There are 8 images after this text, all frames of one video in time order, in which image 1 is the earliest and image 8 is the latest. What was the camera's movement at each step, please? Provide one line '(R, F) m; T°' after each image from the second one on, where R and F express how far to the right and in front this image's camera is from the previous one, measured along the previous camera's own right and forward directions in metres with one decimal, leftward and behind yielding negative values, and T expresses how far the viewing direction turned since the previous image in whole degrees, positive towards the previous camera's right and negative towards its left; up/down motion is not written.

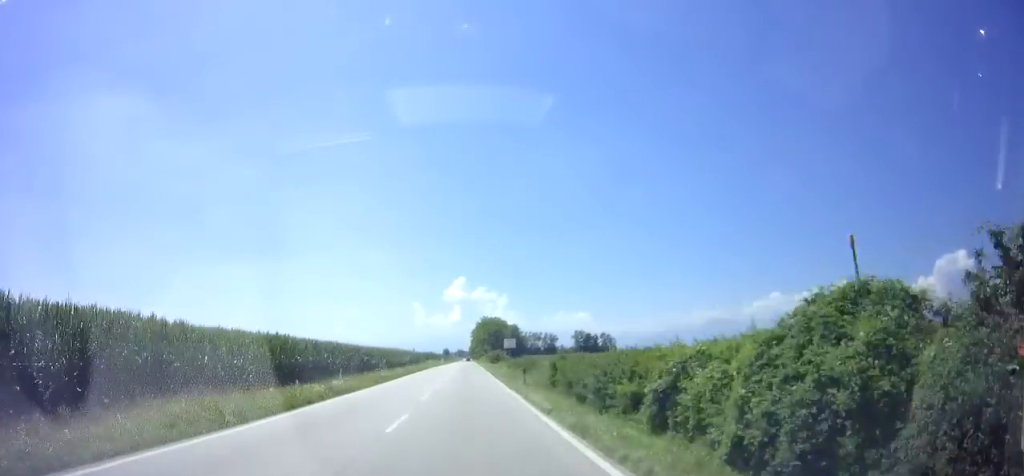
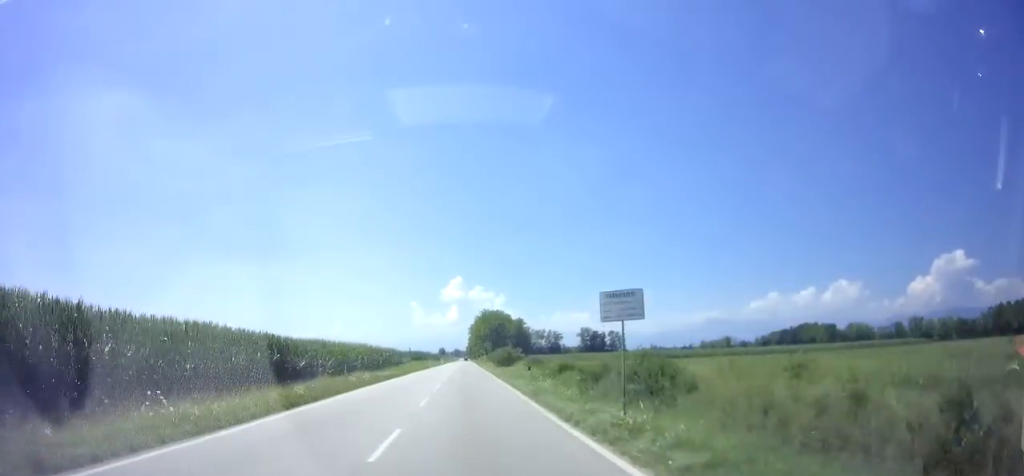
(+0.4, +24.8) m; +1°
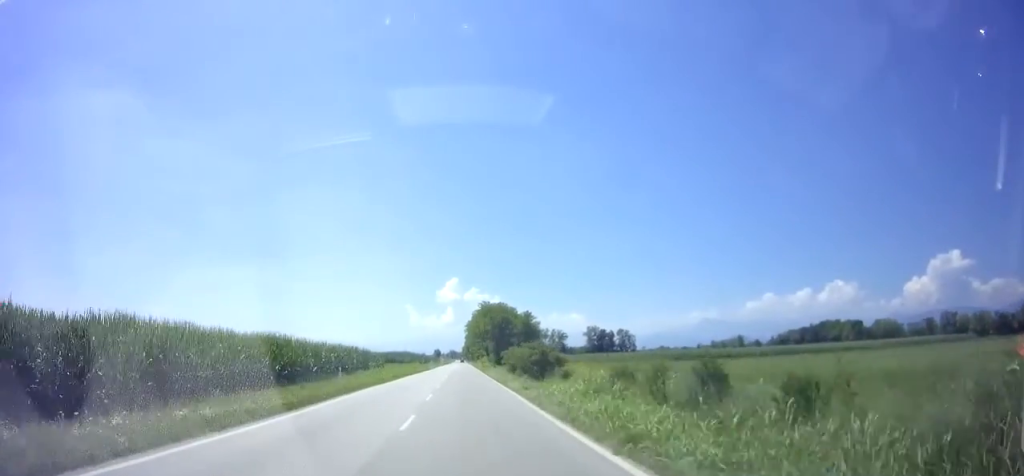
(0.0, +26.7) m; 0°
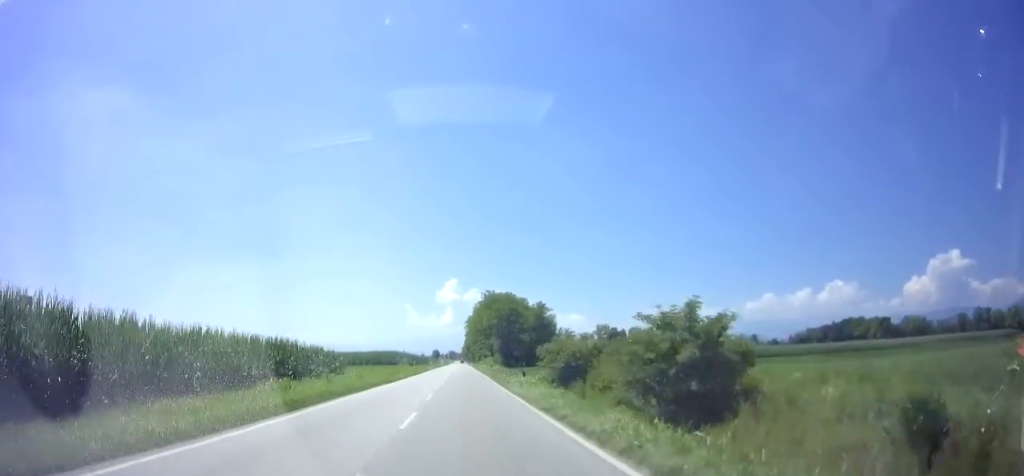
(-0.1, +21.3) m; 0°
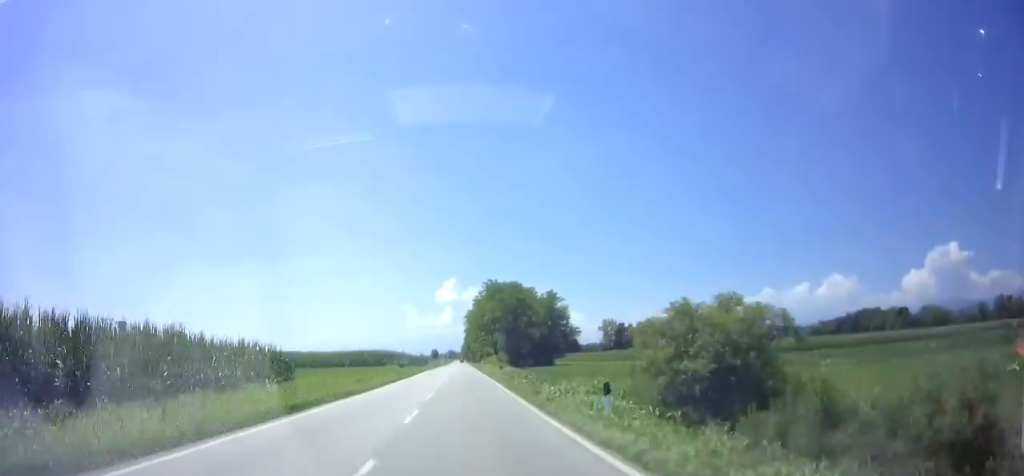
(0.0, +13.3) m; 0°
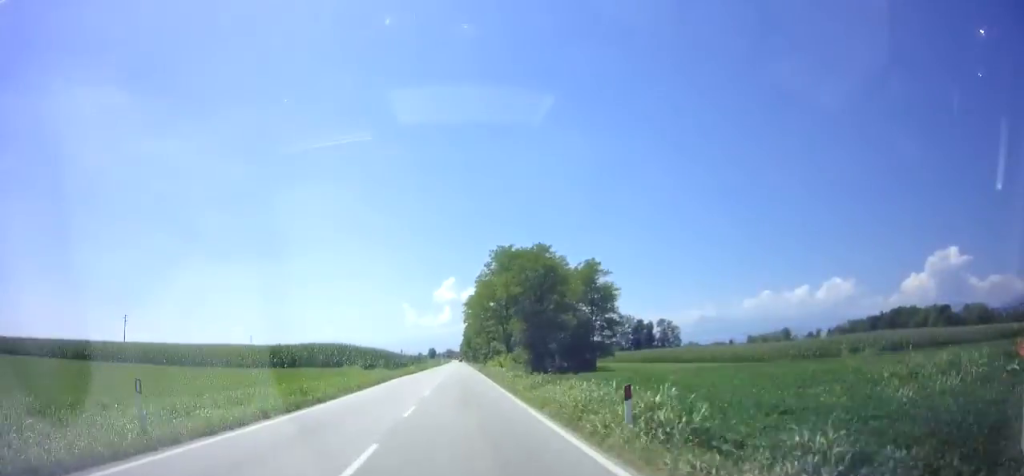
(0.0, +27.5) m; 0°
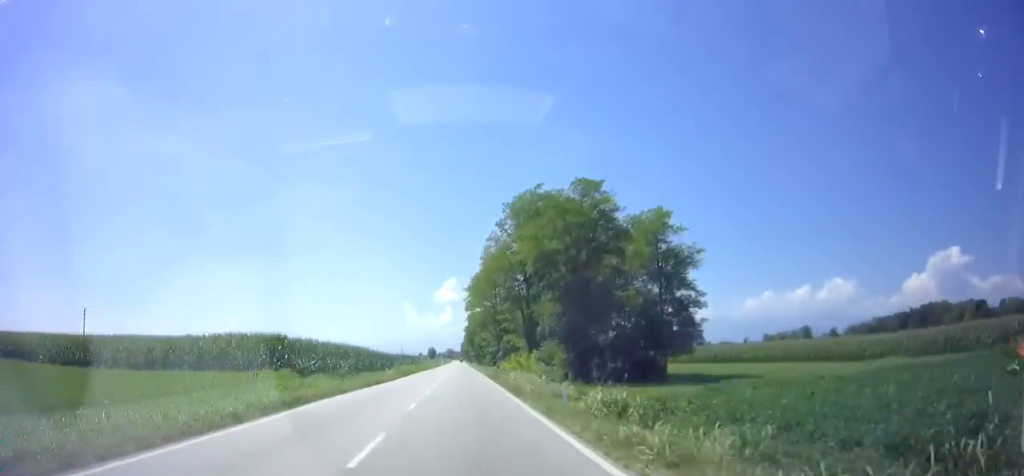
(0.0, +20.3) m; 0°
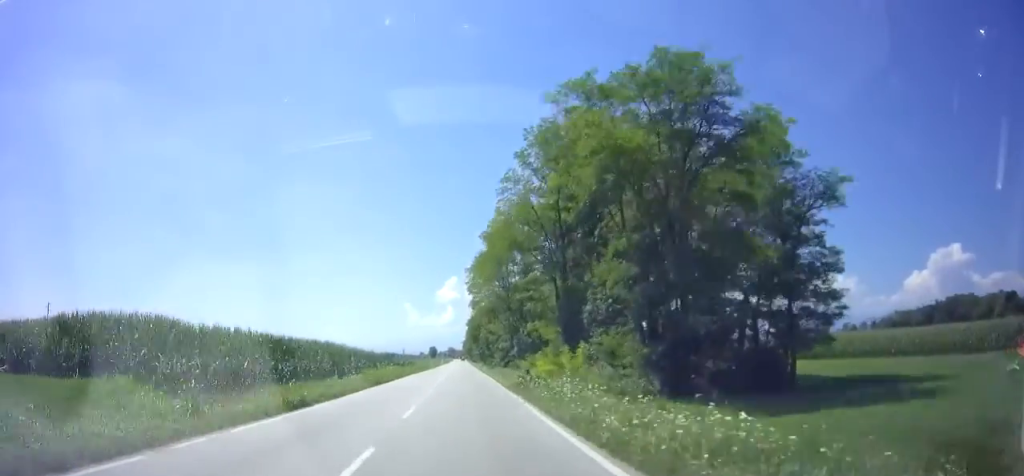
(+0.1, +16.6) m; -1°
